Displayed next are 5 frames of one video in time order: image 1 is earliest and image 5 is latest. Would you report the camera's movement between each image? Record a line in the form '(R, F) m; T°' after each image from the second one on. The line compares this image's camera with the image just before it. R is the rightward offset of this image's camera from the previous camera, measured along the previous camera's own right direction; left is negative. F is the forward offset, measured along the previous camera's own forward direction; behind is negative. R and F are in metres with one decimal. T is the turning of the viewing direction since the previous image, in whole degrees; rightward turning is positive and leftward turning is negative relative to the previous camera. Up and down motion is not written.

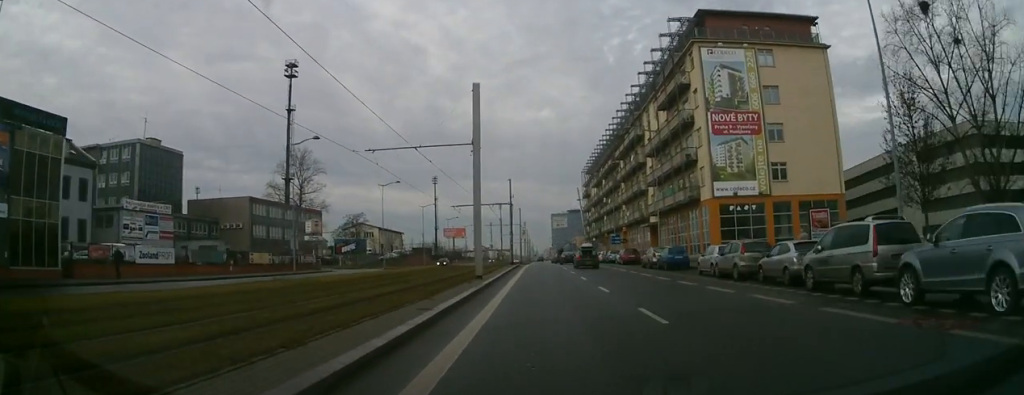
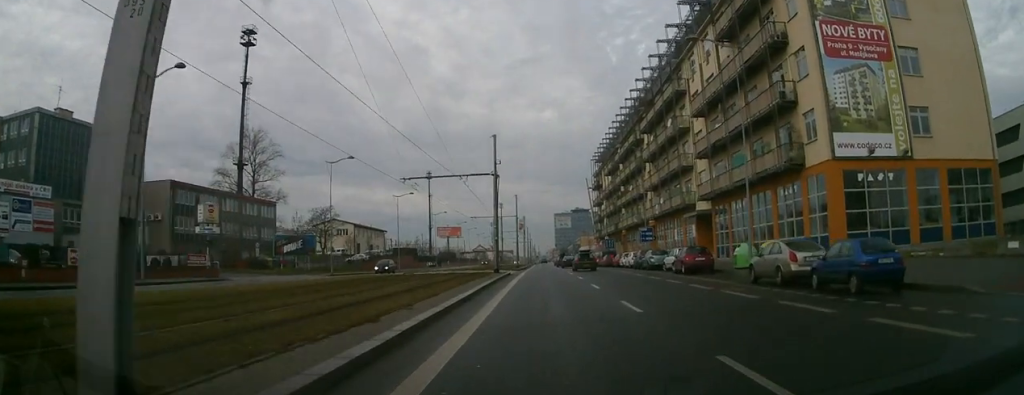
(0.0, +23.6) m; 0°
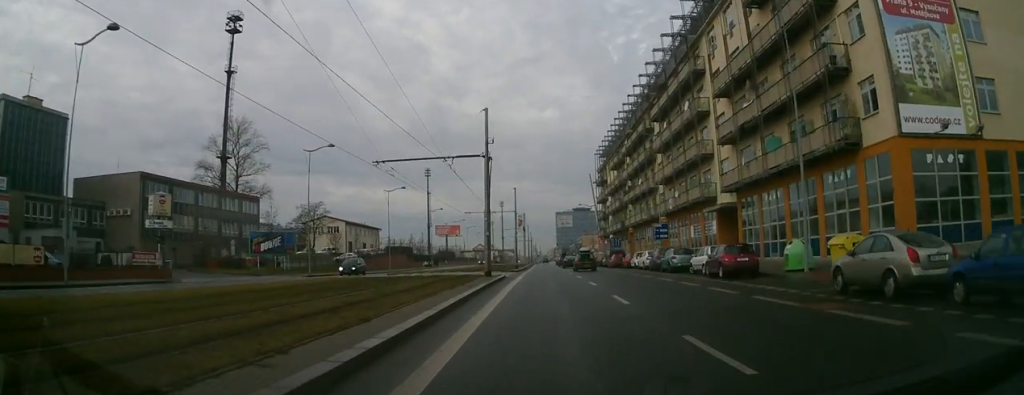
(0.0, +6.7) m; 0°
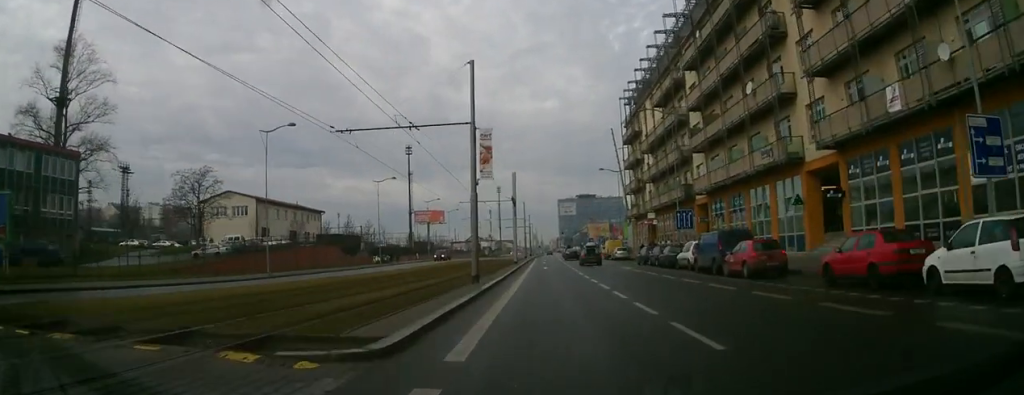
(-0.1, +44.1) m; 0°
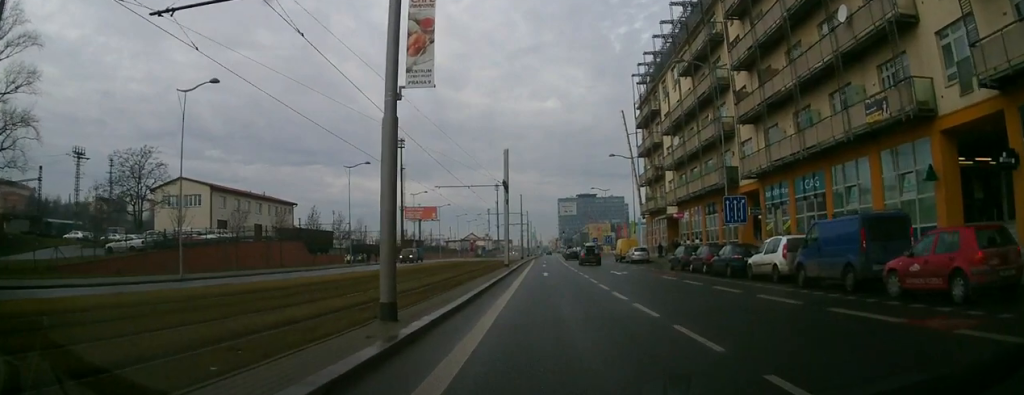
(0.0, +13.7) m; 0°
